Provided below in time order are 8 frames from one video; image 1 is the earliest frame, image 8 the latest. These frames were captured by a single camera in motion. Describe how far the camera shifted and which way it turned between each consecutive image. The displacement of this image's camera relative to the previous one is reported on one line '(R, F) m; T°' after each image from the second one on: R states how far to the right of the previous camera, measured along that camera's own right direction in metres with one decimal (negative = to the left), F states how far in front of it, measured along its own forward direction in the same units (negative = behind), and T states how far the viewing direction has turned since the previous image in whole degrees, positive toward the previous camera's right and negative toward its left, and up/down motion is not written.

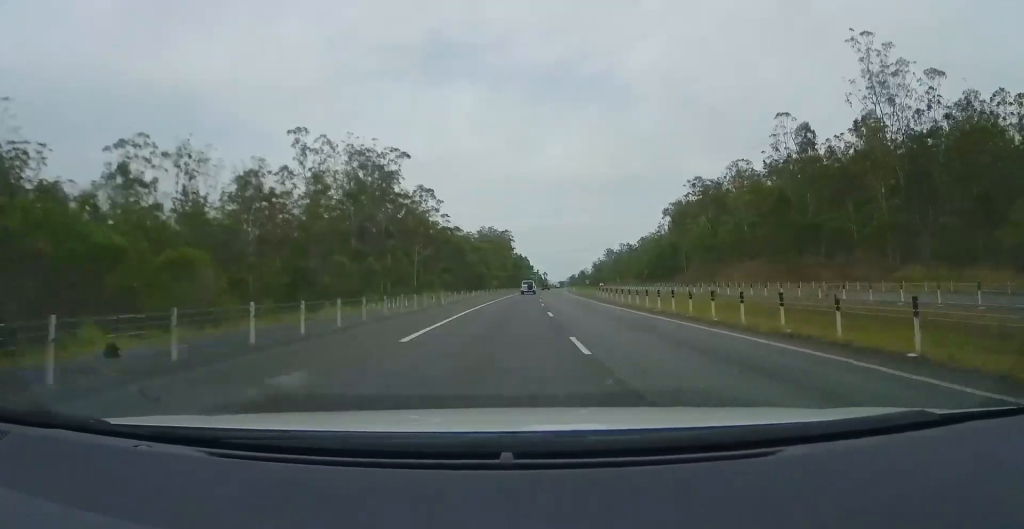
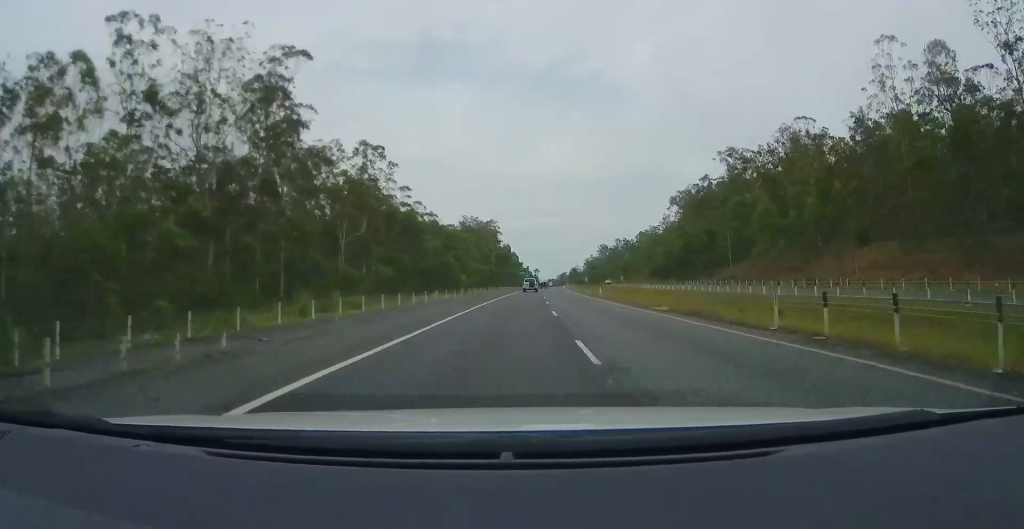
(0.0, +37.1) m; +1°
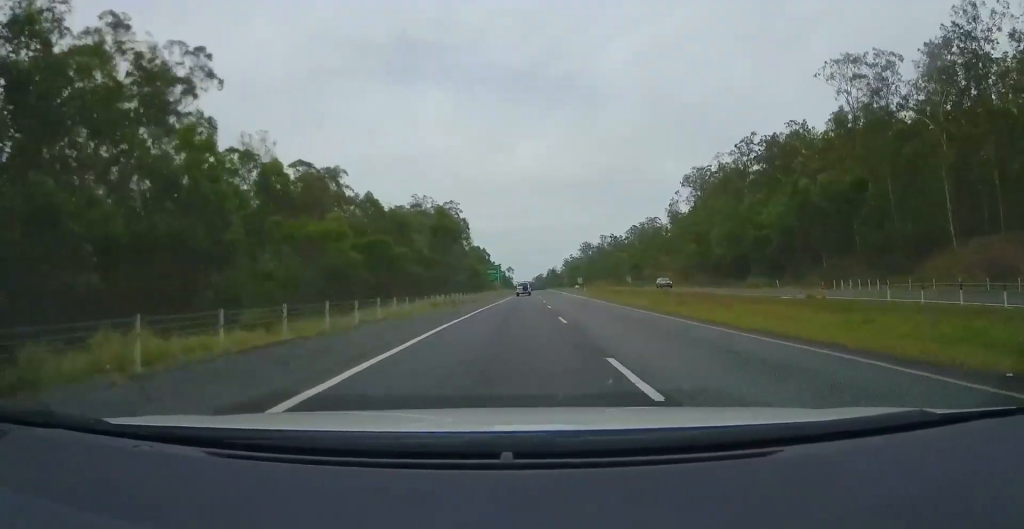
(+1.1, +62.0) m; +2°
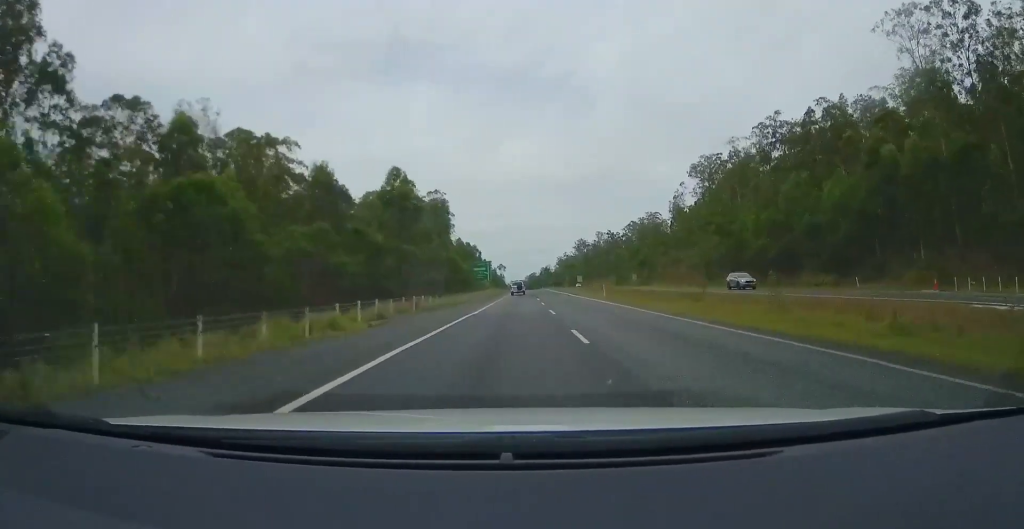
(+0.3, +18.0) m; +1°
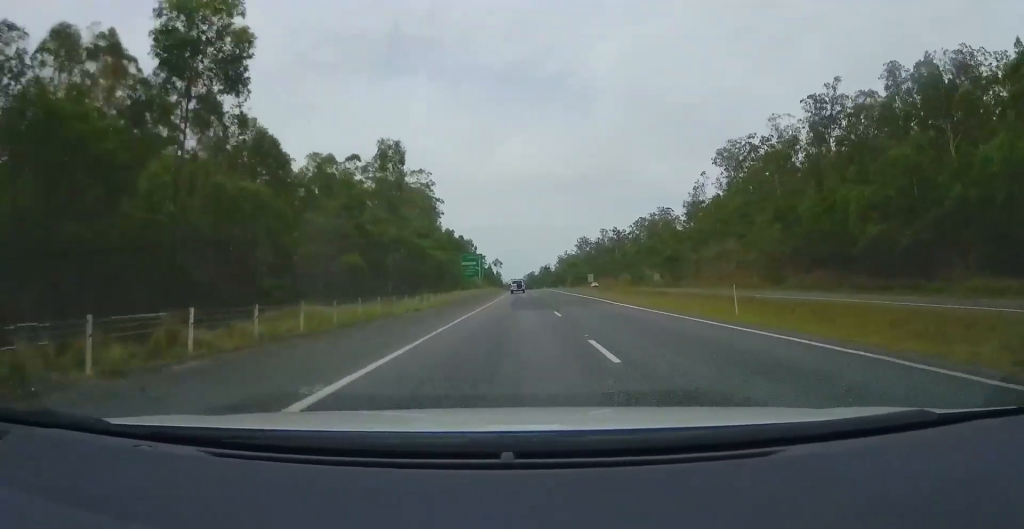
(+0.4, +26.6) m; +1°
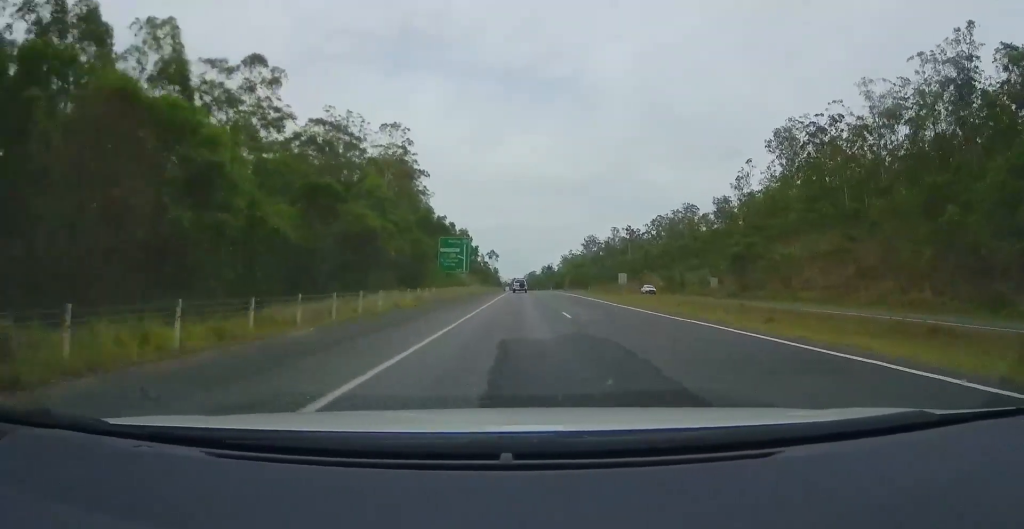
(+0.3, +36.3) m; 0°
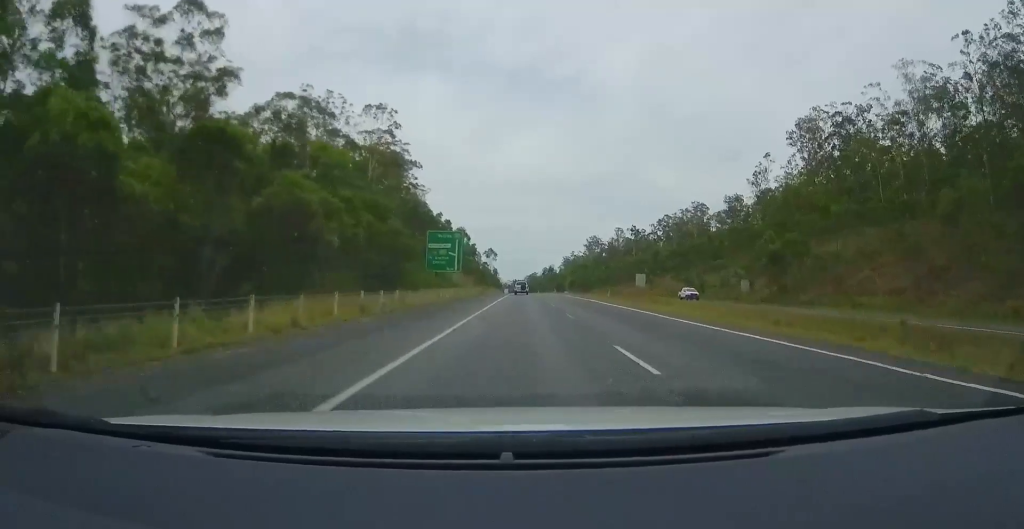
(0.0, +12.1) m; 0°
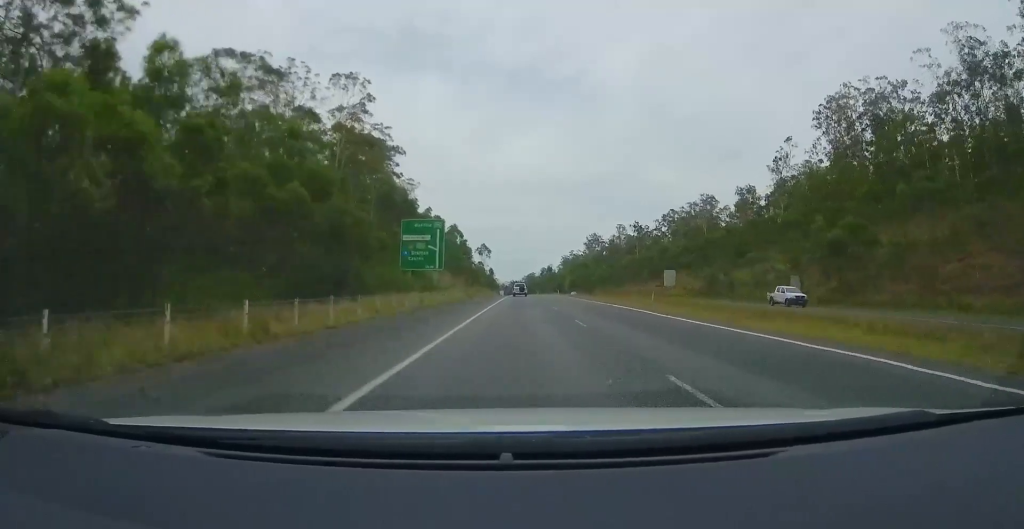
(-0.2, +14.5) m; 0°
